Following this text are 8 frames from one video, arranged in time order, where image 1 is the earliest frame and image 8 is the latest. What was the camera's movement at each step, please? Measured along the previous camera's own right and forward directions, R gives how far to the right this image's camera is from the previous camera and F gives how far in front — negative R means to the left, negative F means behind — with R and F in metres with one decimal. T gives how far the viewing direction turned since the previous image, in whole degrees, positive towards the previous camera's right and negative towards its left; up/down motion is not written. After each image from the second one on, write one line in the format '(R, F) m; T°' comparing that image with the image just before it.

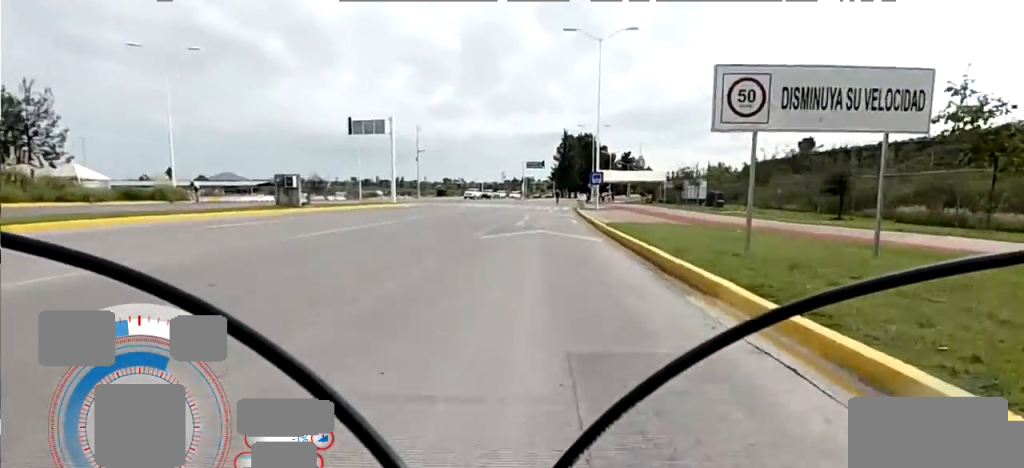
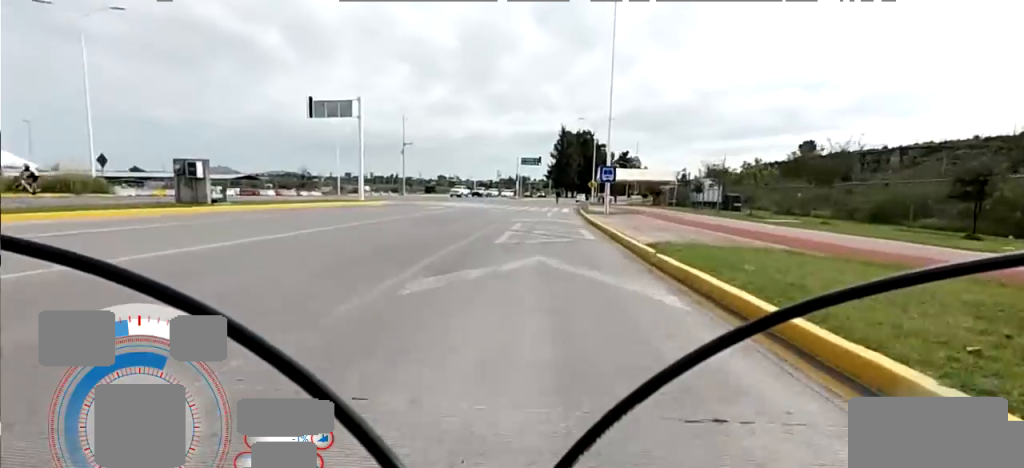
(+0.1, +6.8) m; +1°
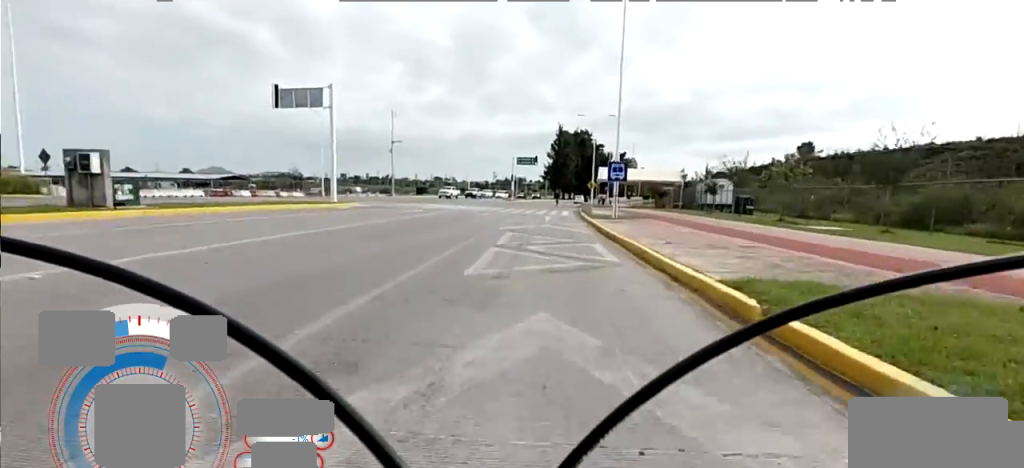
(0.0, +4.2) m; 0°
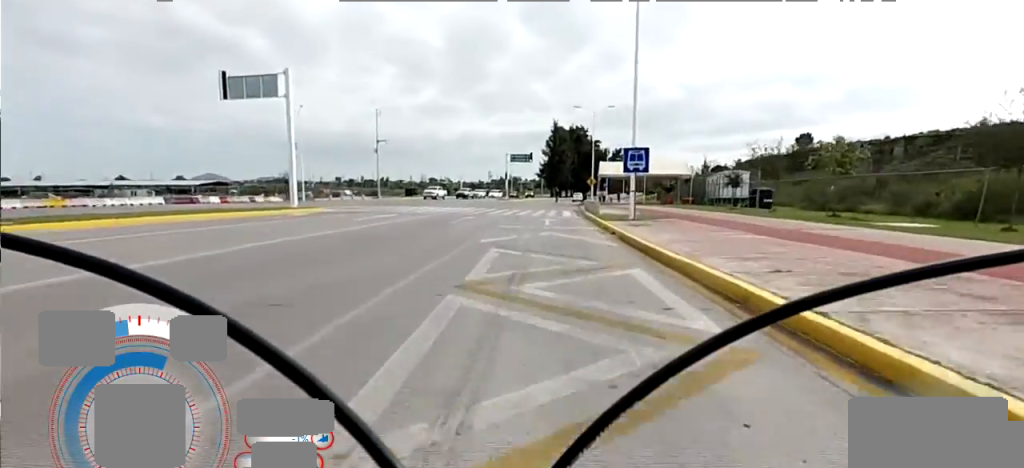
(0.0, +4.8) m; 0°
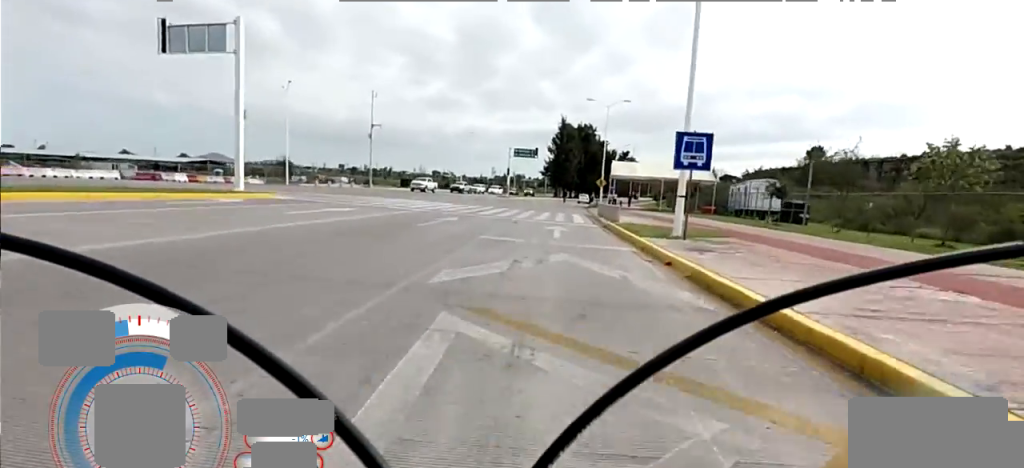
(0.0, +5.3) m; +1°
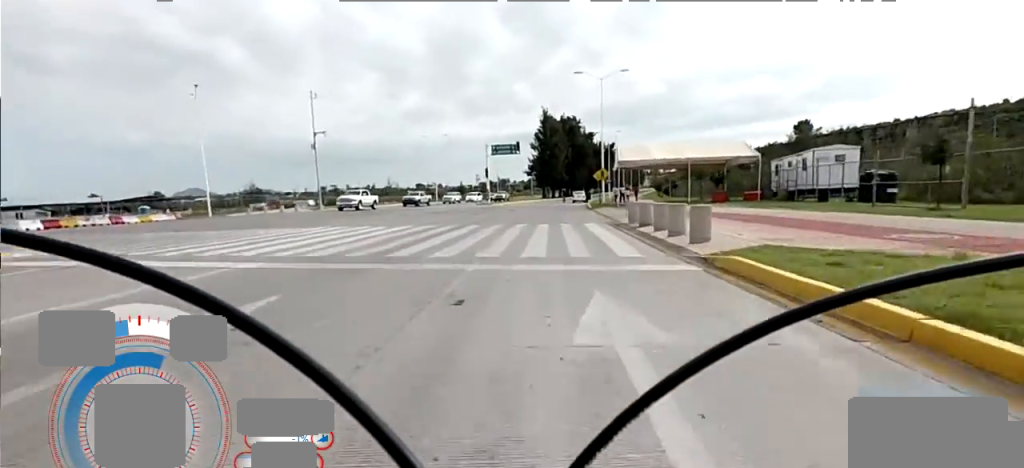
(+0.2, +11.4) m; +1°
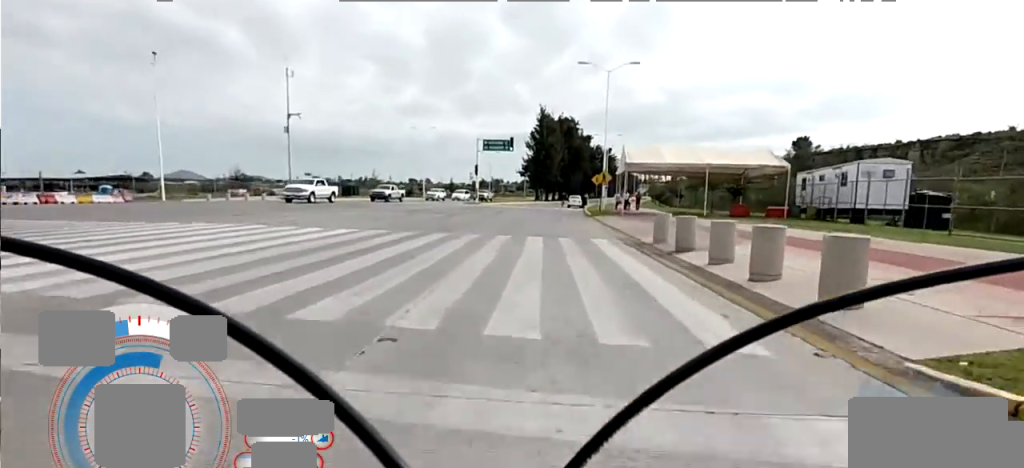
(0.0, +4.6) m; 0°
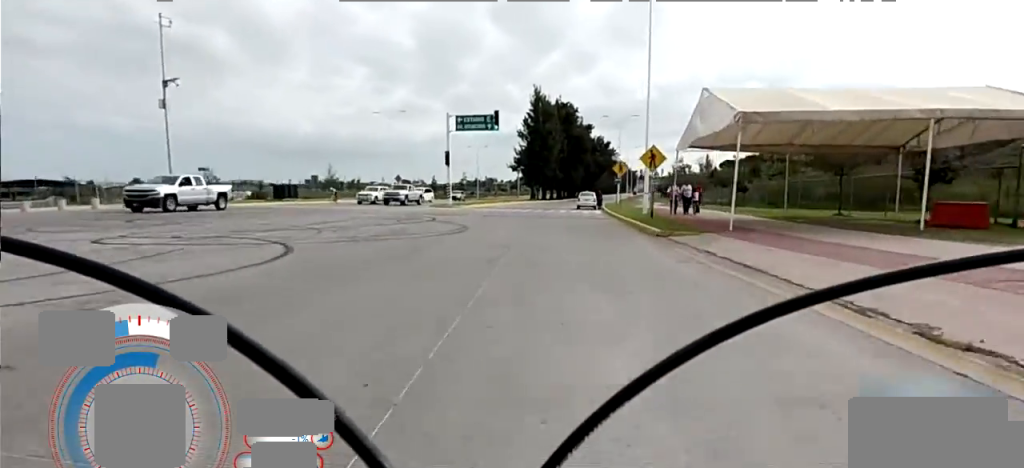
(+0.4, +16.3) m; +4°
